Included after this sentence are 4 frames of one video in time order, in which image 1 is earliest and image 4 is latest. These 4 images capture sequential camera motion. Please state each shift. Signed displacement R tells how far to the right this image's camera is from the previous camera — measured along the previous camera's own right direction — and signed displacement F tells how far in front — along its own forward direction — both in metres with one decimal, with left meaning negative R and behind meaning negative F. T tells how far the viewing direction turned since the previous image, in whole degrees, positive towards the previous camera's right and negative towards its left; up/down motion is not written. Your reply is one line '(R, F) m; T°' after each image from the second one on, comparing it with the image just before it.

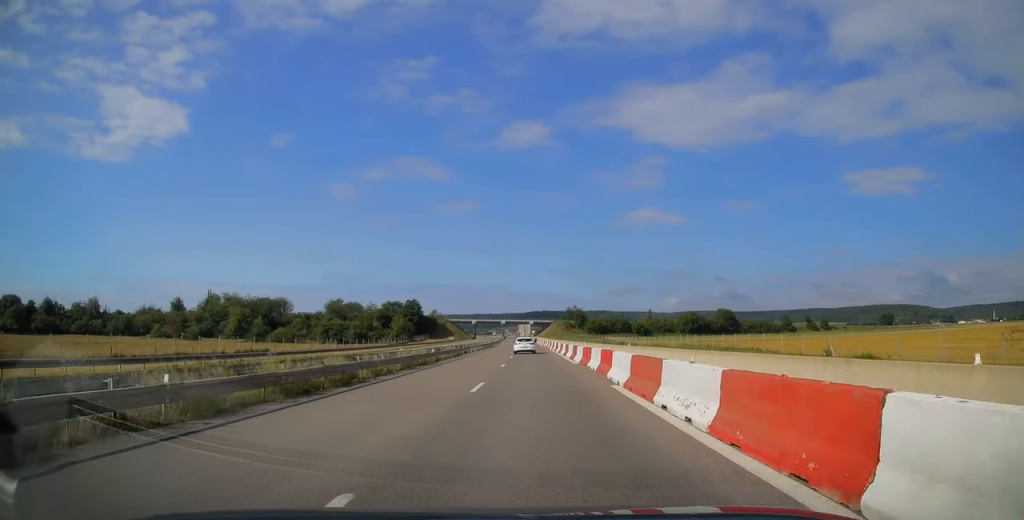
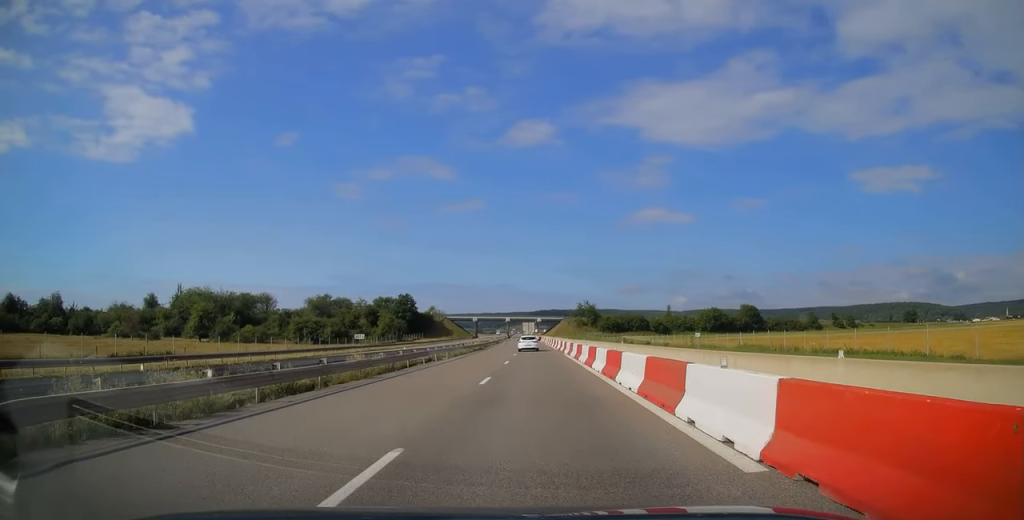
(0.0, +24.7) m; -1°
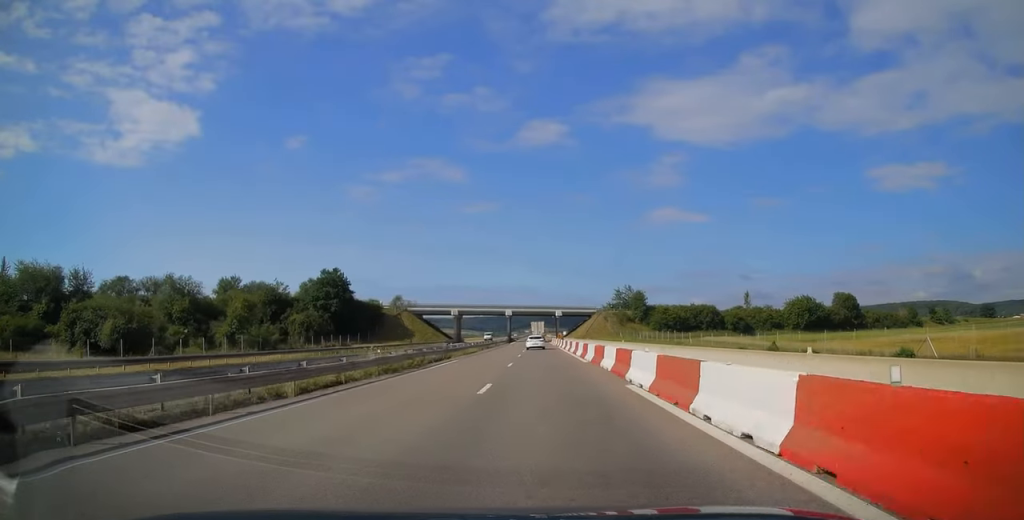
(-0.9, +82.9) m; -1°
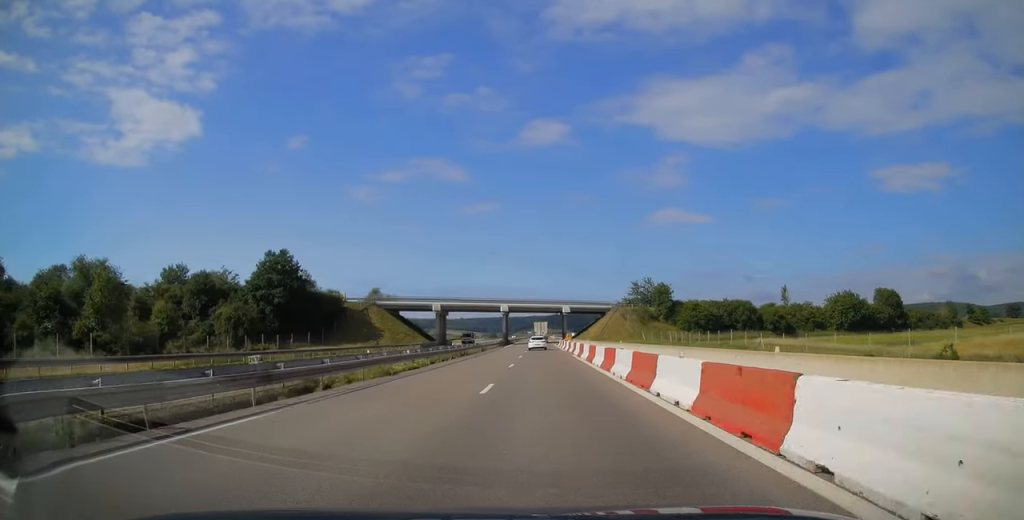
(-0.3, +26.3) m; 0°
